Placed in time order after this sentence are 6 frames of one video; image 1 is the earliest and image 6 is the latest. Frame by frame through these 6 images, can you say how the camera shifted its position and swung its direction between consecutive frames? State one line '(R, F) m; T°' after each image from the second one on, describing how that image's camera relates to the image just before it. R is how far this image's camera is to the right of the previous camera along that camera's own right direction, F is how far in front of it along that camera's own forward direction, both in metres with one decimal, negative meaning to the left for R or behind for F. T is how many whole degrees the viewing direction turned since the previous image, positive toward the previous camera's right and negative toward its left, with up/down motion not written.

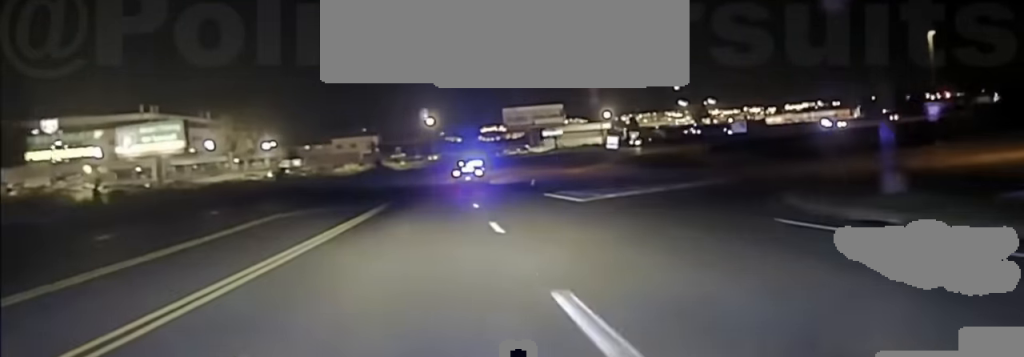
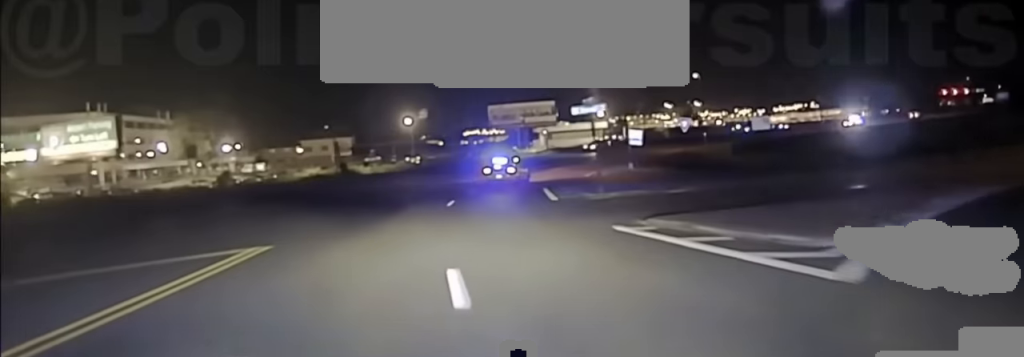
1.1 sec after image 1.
(+0.3, +19.4) m; +3°
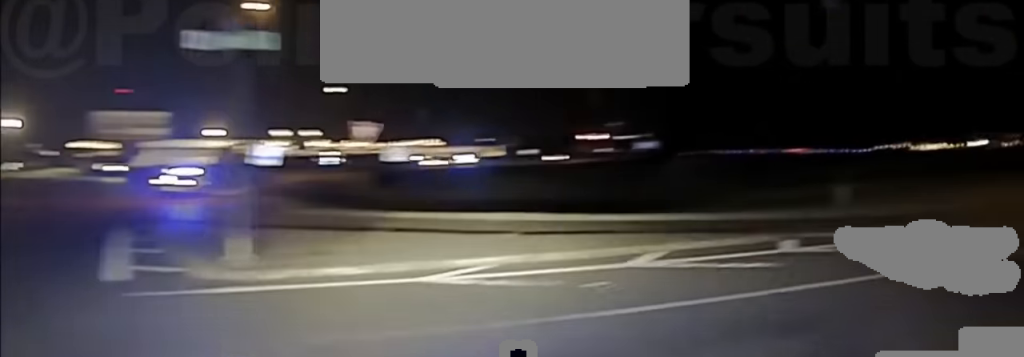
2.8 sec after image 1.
(+3.2, +16.5) m; +36°
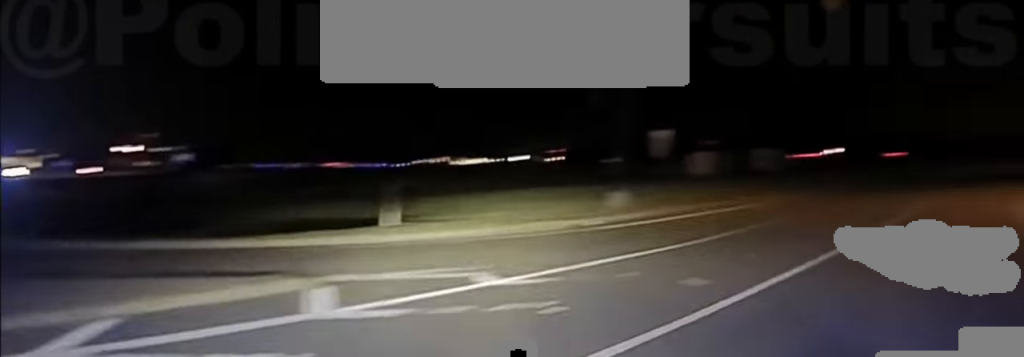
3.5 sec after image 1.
(+1.1, +5.0) m; +18°
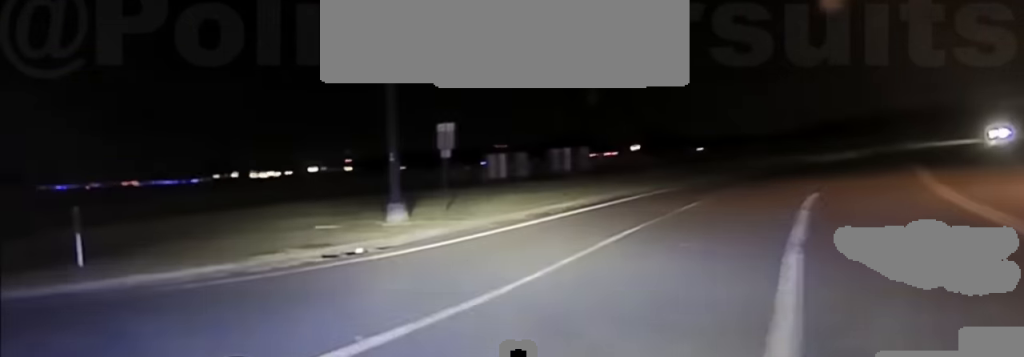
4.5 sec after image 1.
(+1.0, +6.0) m; -10°
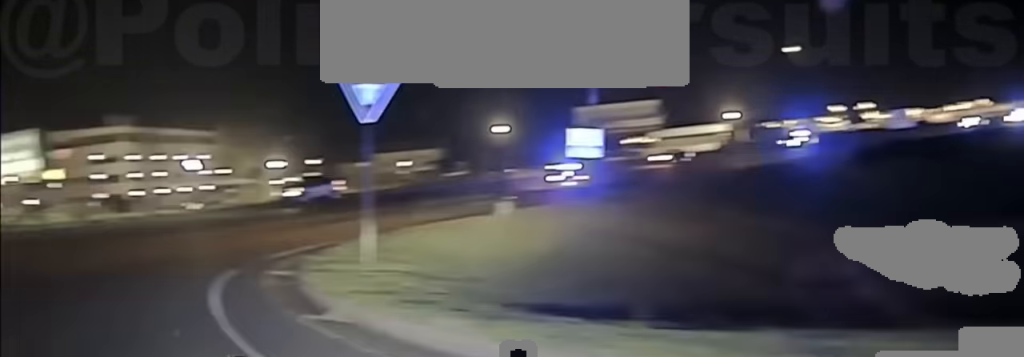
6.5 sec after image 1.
(-7.0, +9.5) m; -62°
